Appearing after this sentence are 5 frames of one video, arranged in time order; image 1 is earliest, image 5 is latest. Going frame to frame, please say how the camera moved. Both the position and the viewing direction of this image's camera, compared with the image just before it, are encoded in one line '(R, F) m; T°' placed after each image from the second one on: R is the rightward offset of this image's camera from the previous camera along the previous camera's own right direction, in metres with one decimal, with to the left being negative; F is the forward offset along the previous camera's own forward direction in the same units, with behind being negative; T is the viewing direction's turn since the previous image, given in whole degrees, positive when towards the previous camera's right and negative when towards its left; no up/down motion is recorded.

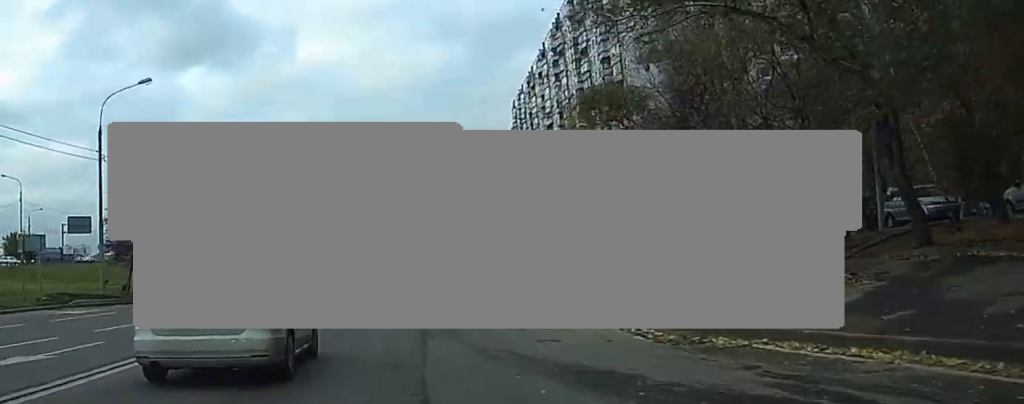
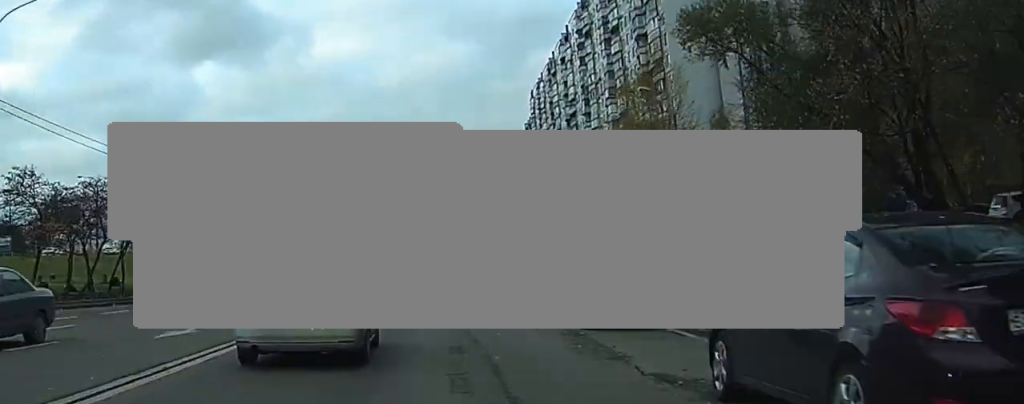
(0.0, +13.8) m; -1°
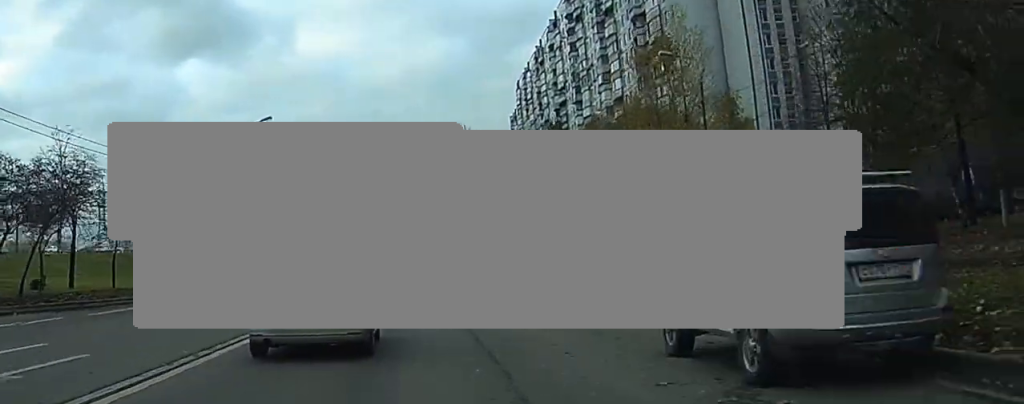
(-0.1, +8.1) m; -1°
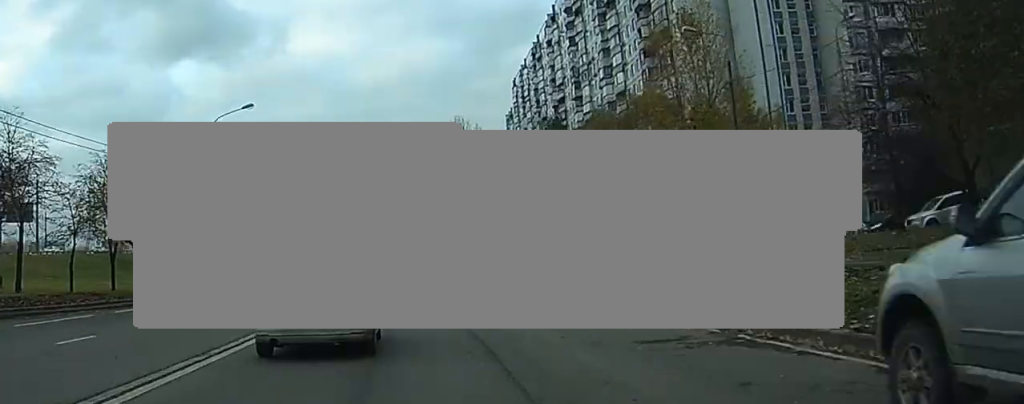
(0.0, +5.0) m; 0°
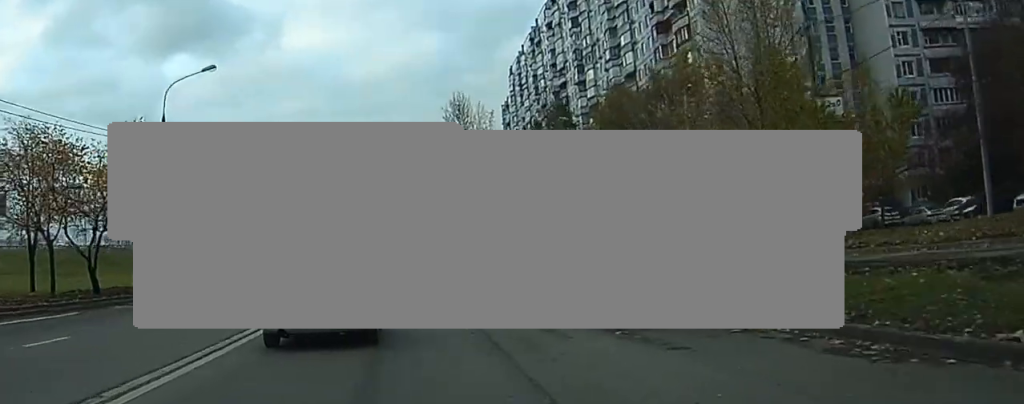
(-0.1, +9.1) m; 0°
